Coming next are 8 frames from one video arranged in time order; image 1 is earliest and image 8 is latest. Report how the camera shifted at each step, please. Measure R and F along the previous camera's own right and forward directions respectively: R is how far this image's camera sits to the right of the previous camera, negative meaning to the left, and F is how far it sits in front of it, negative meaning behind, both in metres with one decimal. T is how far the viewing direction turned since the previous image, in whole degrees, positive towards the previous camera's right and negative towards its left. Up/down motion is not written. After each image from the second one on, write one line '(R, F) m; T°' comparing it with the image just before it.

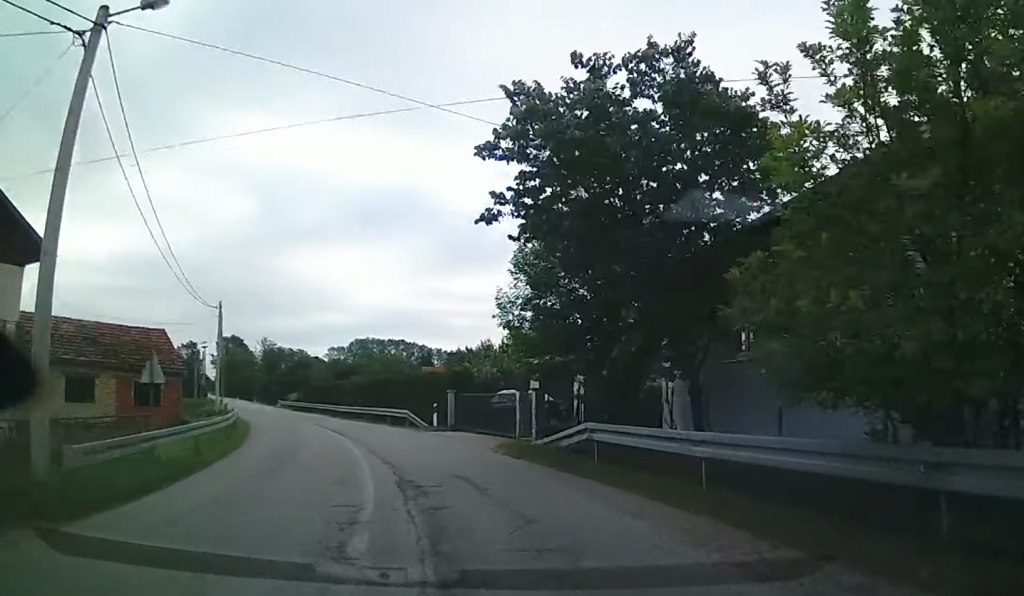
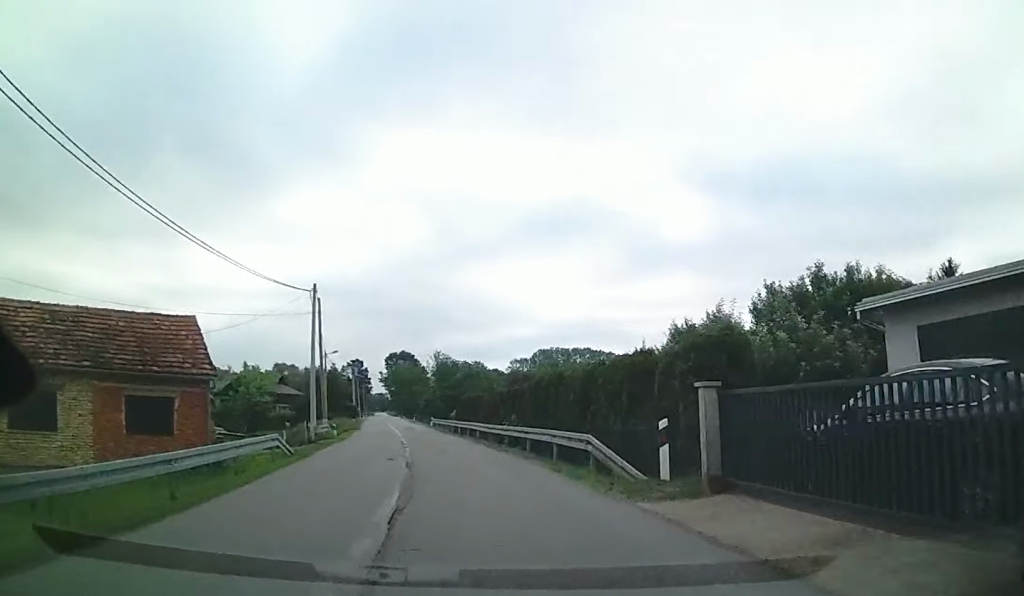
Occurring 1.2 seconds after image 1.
(-1.0, +16.2) m; -8°
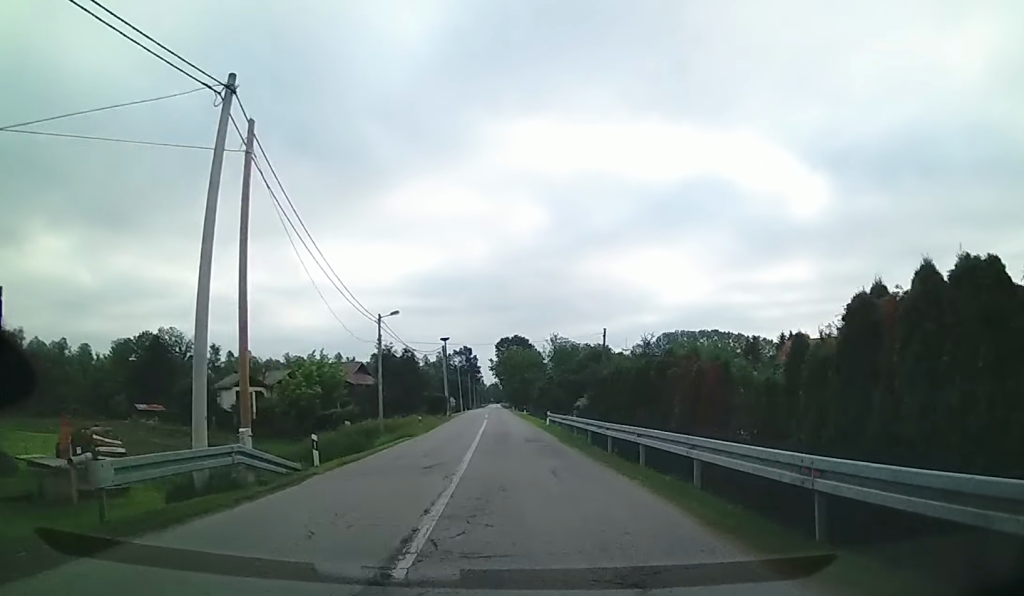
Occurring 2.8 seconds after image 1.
(-2.6, +23.4) m; -12°
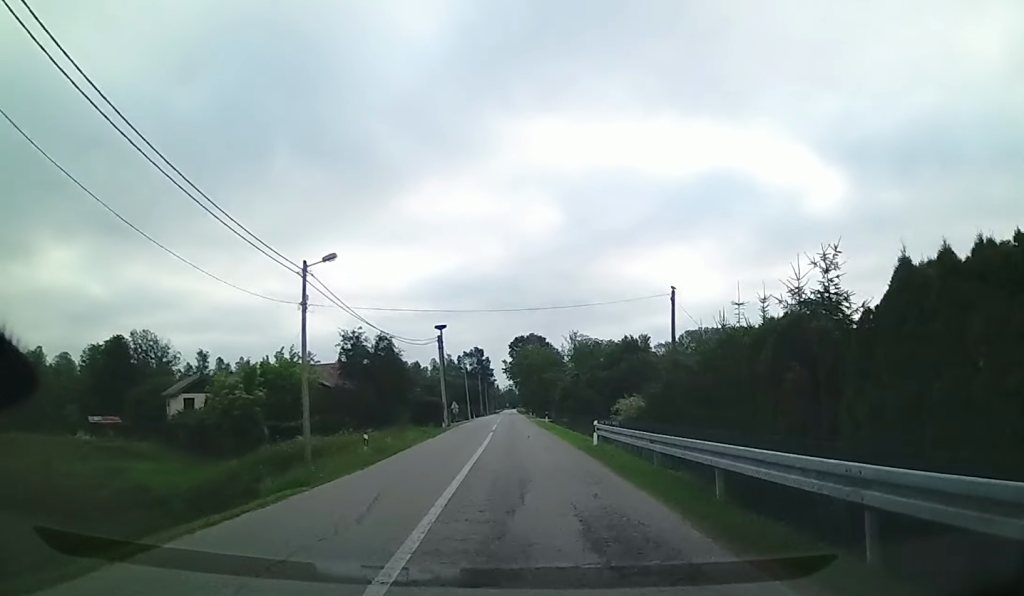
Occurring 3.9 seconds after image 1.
(-1.1, +17.2) m; -7°
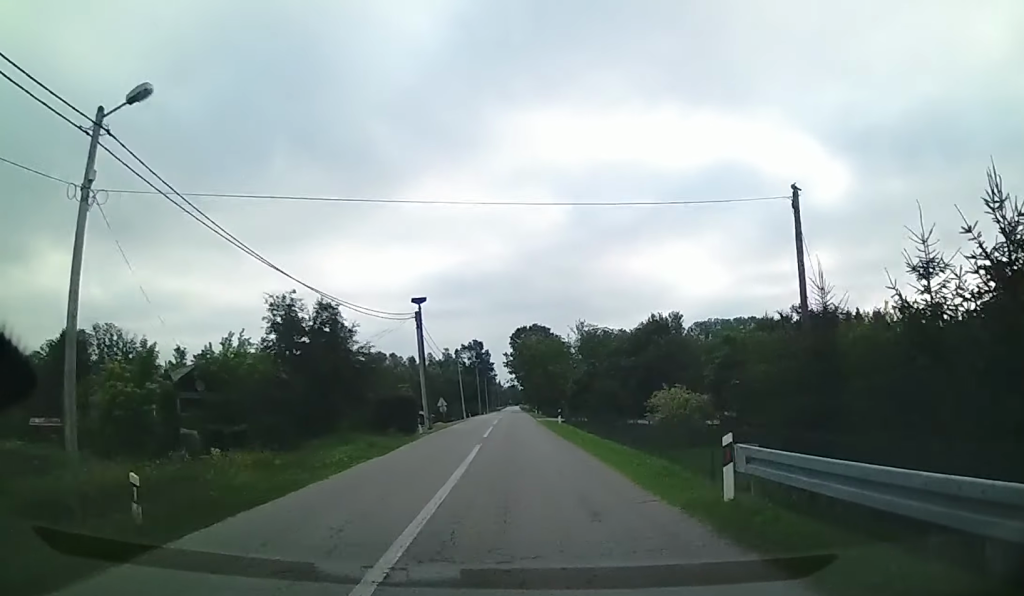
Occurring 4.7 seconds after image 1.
(-0.4, +13.7) m; -3°
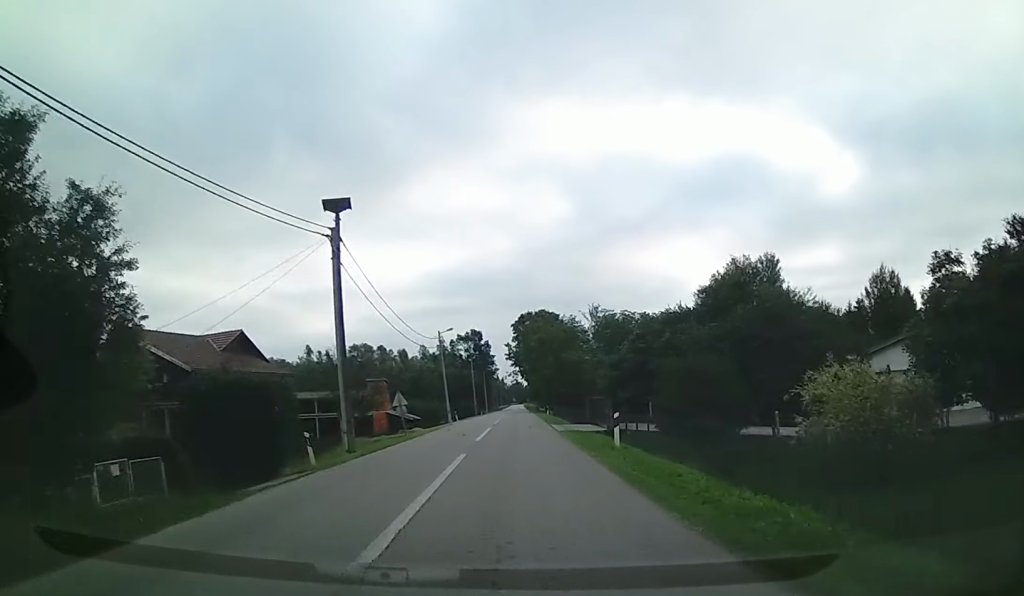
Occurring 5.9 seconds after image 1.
(-0.4, +21.6) m; +1°
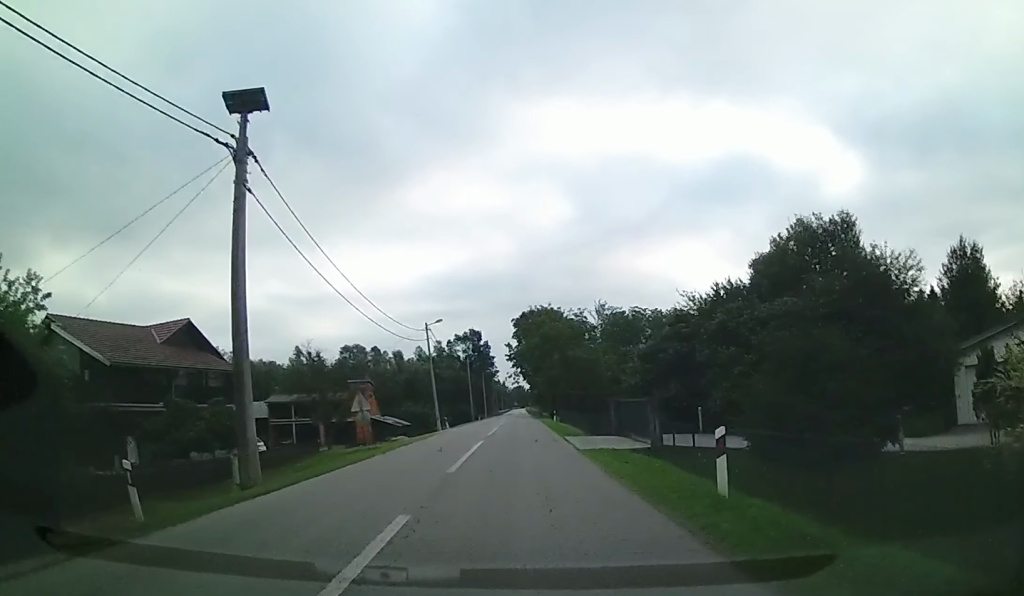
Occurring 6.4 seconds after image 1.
(+0.3, +9.2) m; +1°
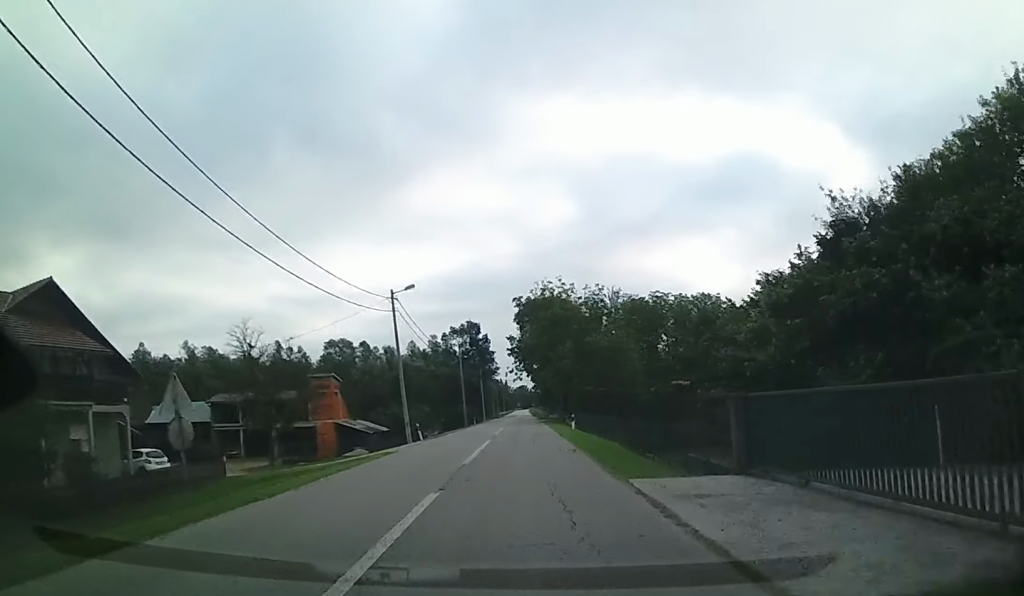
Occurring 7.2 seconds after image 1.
(+0.1, +15.1) m; 0°
